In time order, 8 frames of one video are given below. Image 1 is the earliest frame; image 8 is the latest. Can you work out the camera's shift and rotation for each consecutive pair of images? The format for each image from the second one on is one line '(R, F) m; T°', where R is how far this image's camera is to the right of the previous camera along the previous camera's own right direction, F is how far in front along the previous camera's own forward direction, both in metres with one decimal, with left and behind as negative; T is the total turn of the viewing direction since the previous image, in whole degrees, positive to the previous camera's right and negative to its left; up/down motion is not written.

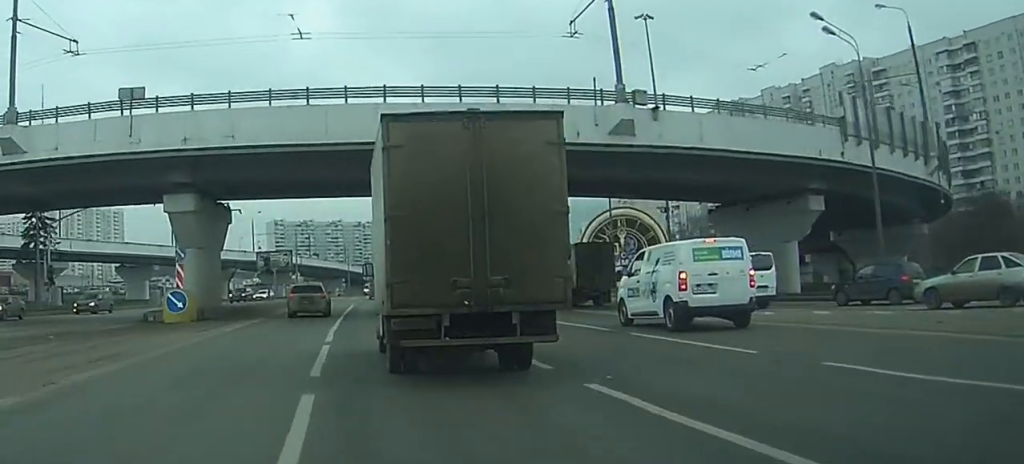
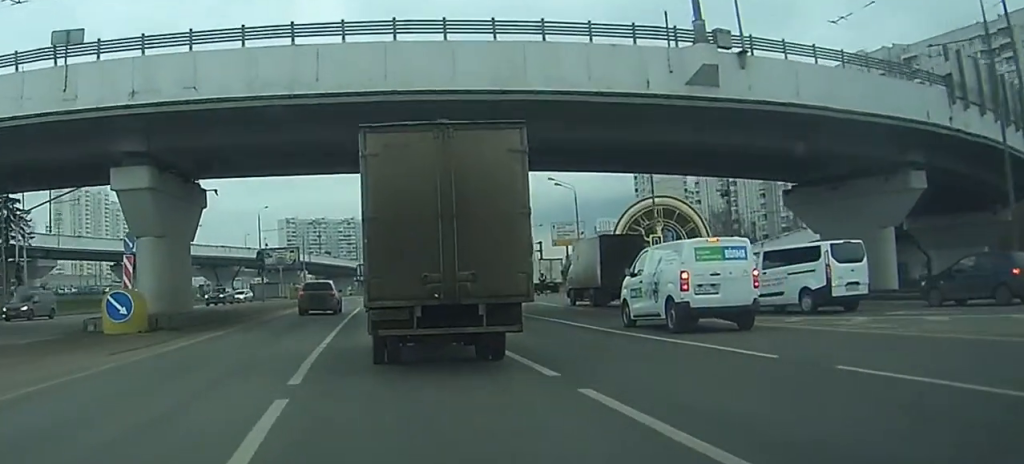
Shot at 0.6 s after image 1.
(+0.1, +8.6) m; 0°
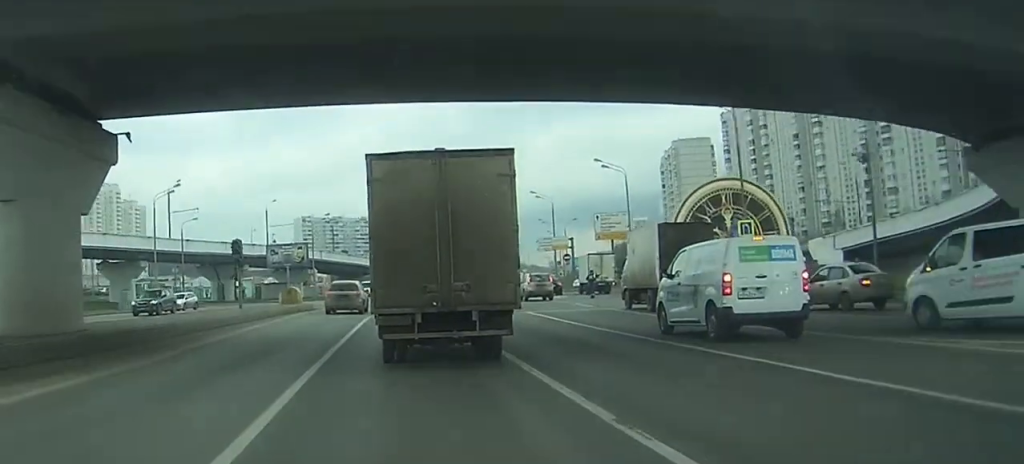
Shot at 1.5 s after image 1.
(0.0, +13.5) m; 0°
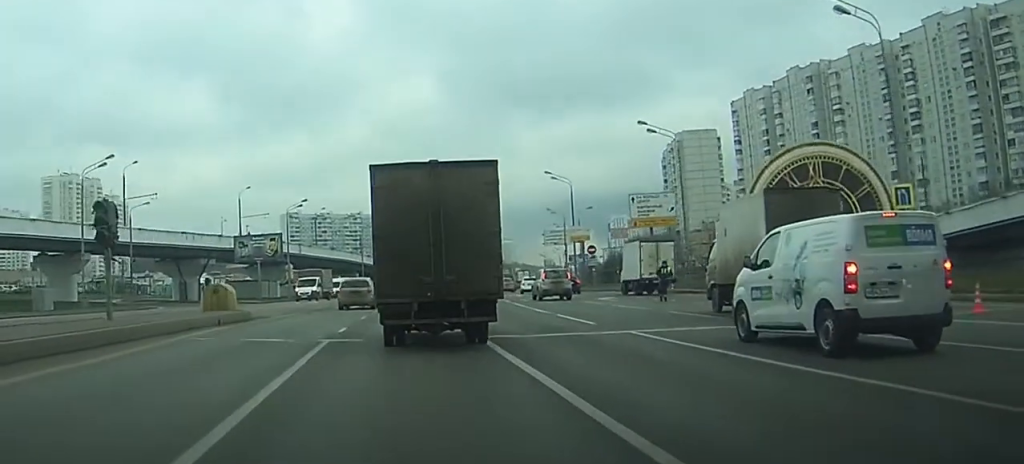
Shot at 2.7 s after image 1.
(0.0, +17.4) m; 0°
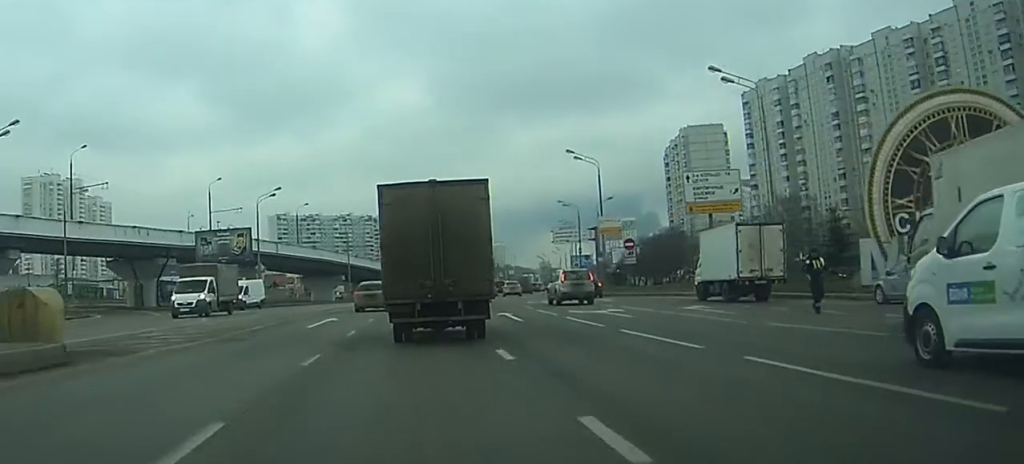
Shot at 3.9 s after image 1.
(-0.1, +16.5) m; 0°
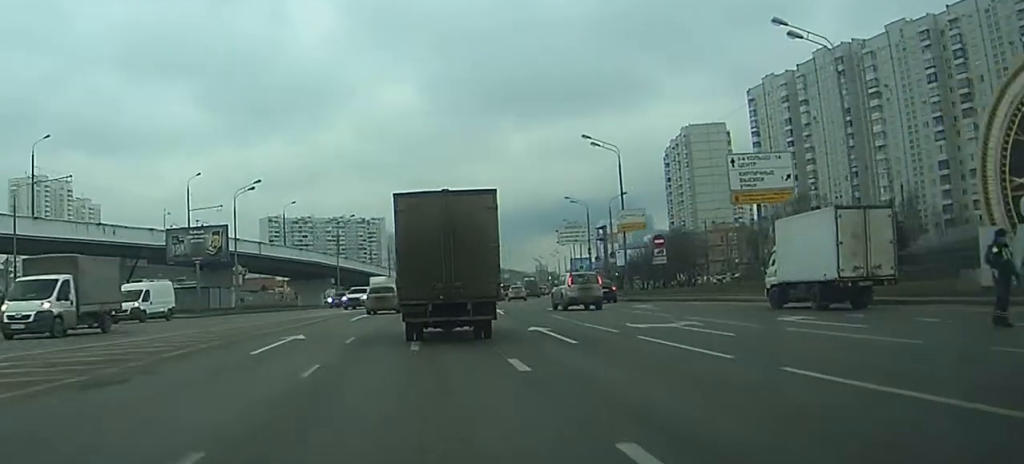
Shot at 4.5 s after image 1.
(0.0, +9.2) m; +1°
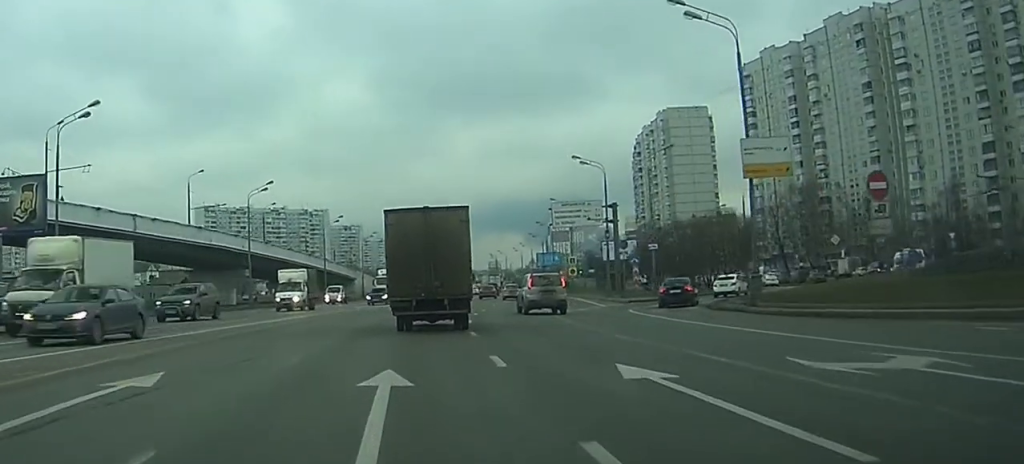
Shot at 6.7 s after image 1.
(+0.9, +31.8) m; +3°
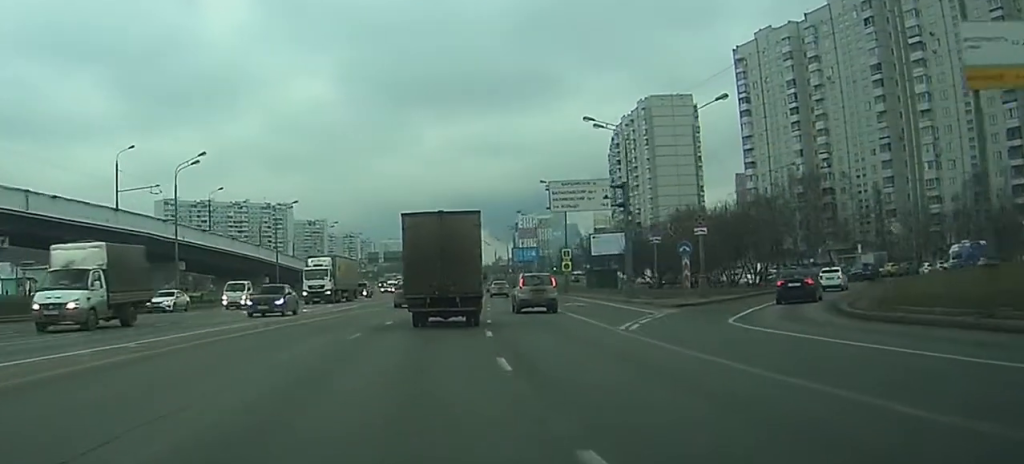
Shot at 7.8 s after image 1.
(+0.1, +15.9) m; +1°
